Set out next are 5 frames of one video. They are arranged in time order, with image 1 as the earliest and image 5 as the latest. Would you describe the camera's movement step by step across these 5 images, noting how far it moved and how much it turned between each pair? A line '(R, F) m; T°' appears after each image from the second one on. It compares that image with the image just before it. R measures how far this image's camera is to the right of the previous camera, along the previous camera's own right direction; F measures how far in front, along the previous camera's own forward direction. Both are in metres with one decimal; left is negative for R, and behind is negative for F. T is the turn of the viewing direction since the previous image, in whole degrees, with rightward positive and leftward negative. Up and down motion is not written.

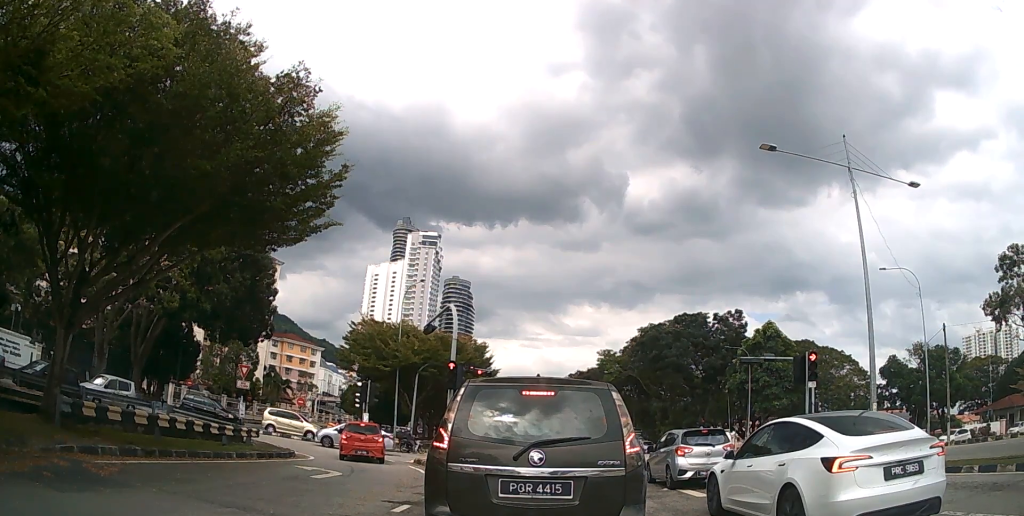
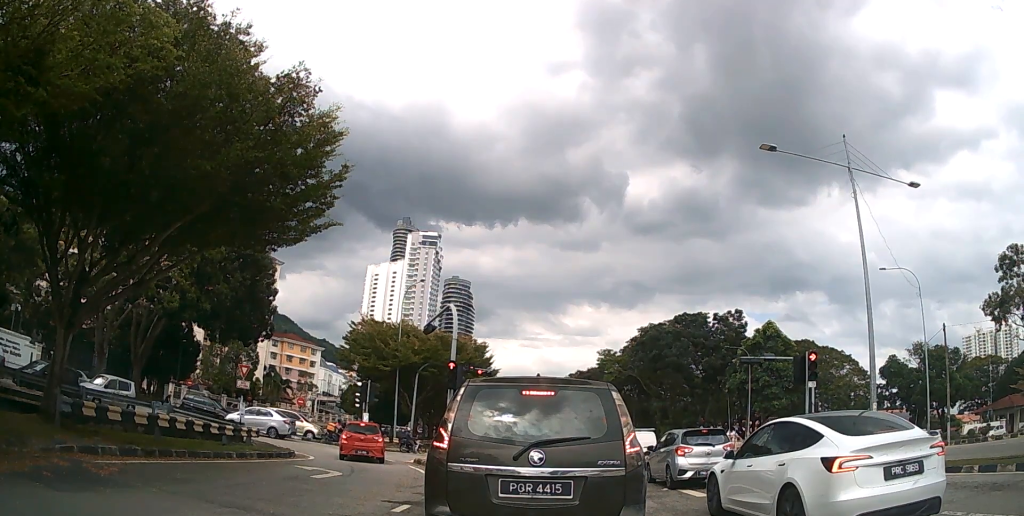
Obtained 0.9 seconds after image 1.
(0.0, 0.0) m; 0°
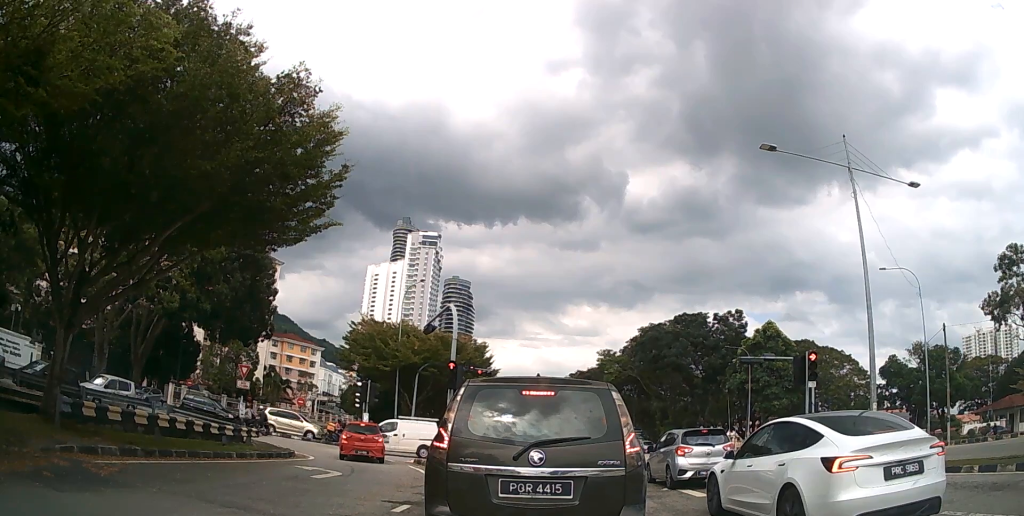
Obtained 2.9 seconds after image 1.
(0.0, 0.0) m; 0°
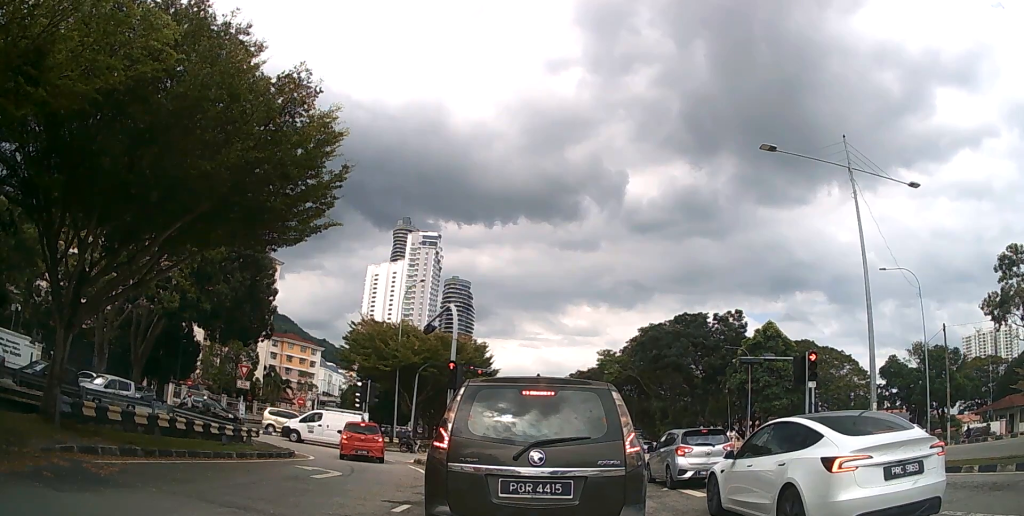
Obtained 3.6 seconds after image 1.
(0.0, 0.0) m; 0°
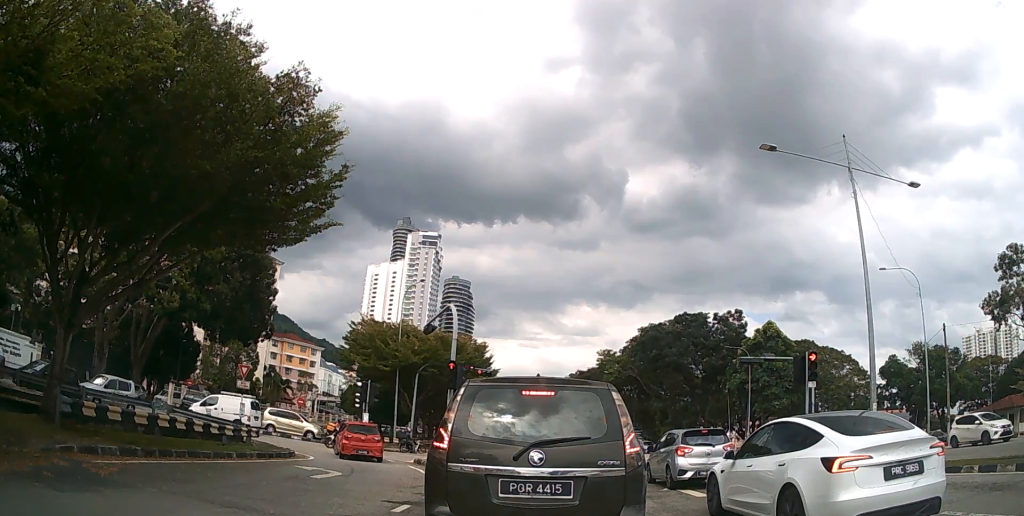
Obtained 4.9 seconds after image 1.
(0.0, 0.0) m; 0°
